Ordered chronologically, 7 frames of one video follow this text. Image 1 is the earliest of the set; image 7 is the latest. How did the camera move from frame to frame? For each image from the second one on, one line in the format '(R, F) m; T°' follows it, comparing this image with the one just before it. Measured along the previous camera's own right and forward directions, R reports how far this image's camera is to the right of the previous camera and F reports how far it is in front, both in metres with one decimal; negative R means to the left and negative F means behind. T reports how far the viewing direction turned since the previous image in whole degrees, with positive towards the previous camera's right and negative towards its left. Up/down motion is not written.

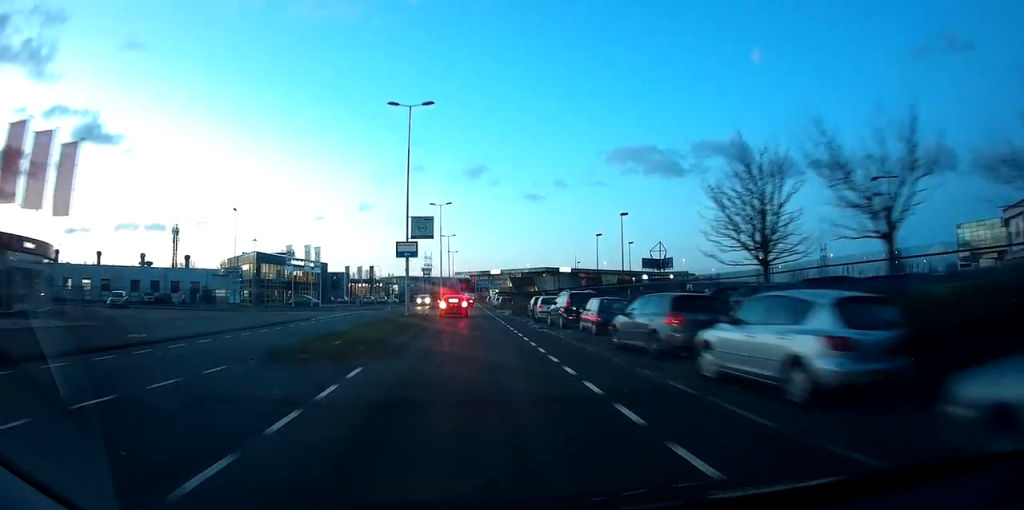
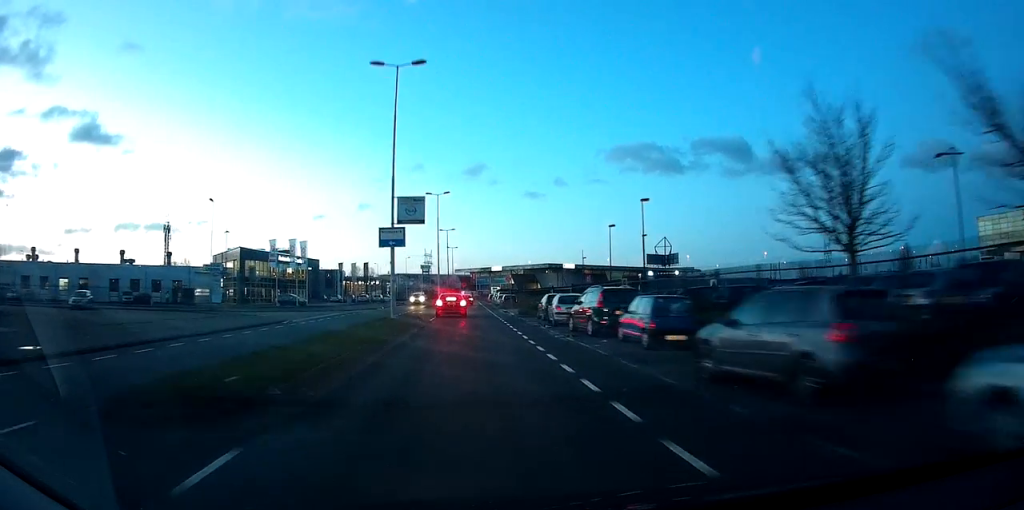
(-0.1, +6.2) m; 0°
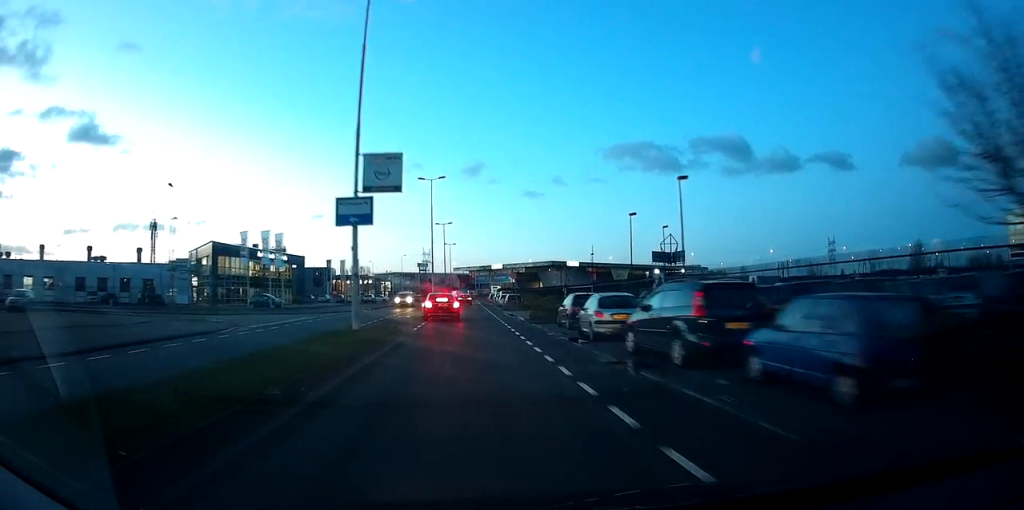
(-0.1, +8.7) m; 0°
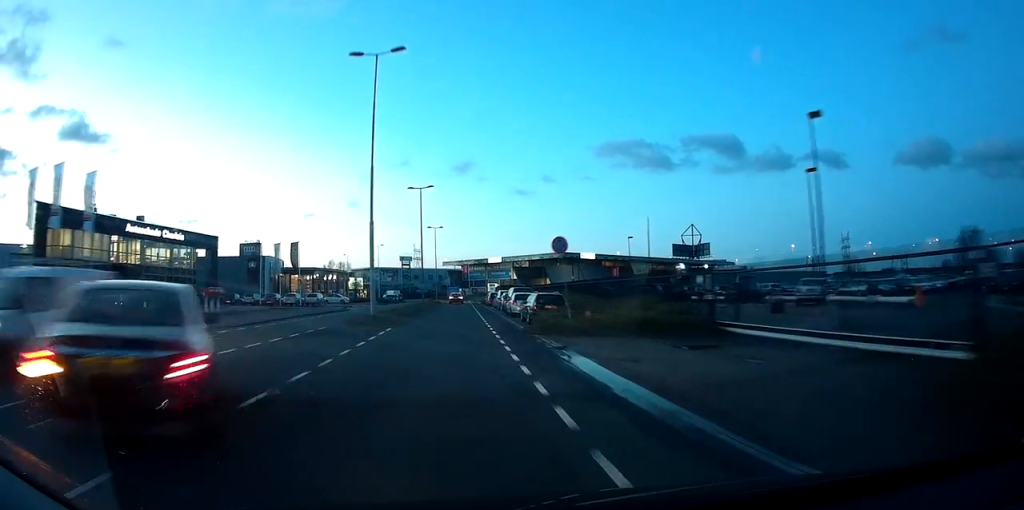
(0.0, +31.0) m; -1°
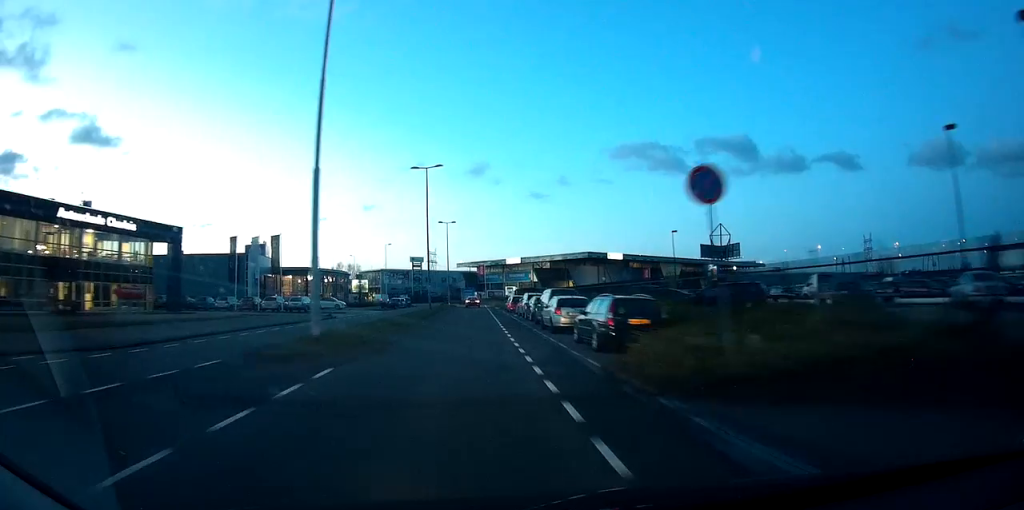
(-0.1, +11.3) m; -1°
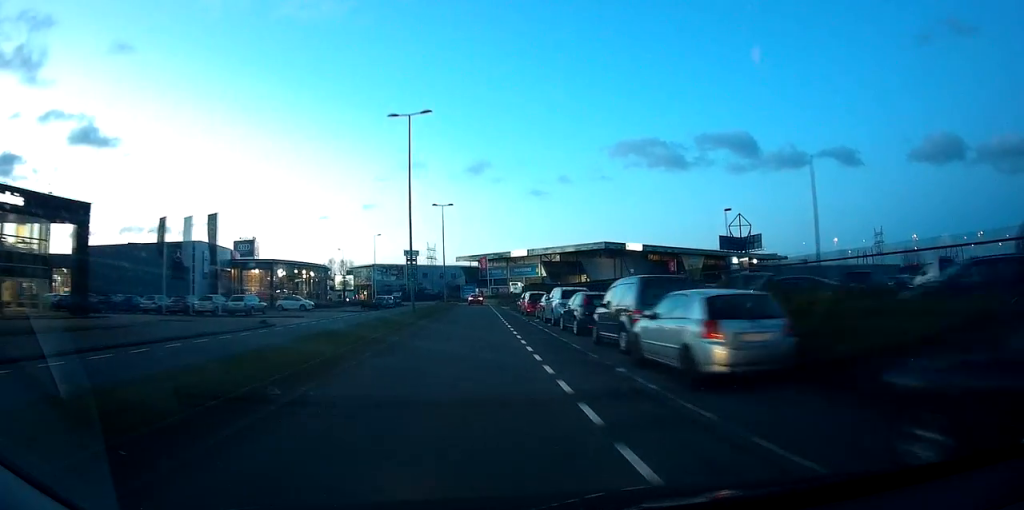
(0.0, +14.2) m; 0°
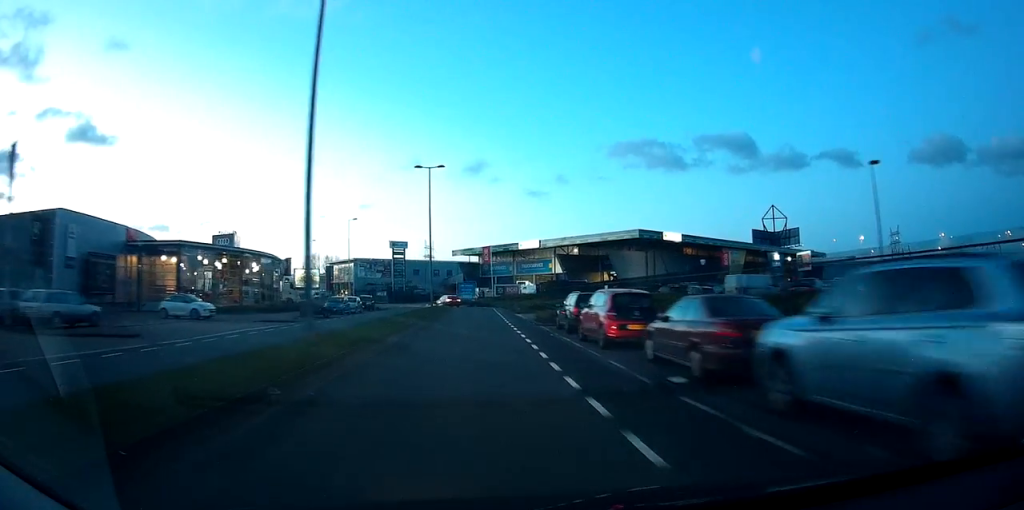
(0.0, +21.5) m; 0°
